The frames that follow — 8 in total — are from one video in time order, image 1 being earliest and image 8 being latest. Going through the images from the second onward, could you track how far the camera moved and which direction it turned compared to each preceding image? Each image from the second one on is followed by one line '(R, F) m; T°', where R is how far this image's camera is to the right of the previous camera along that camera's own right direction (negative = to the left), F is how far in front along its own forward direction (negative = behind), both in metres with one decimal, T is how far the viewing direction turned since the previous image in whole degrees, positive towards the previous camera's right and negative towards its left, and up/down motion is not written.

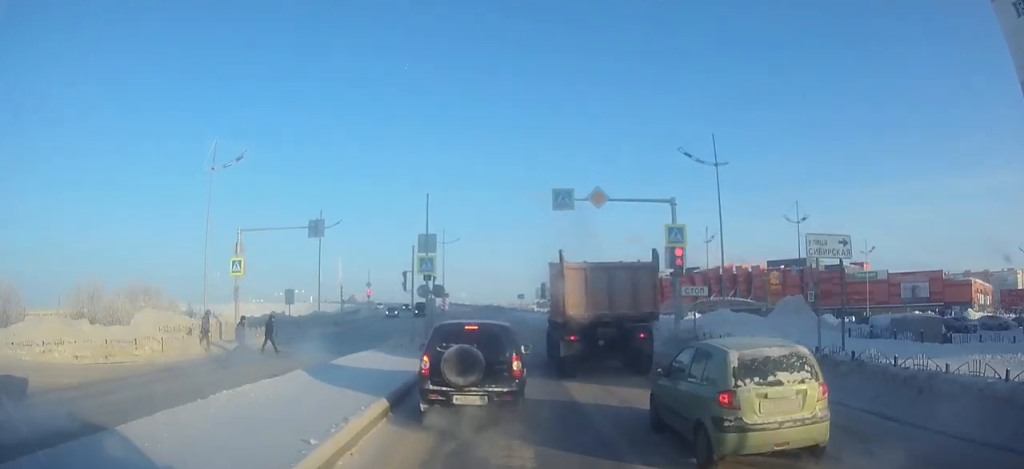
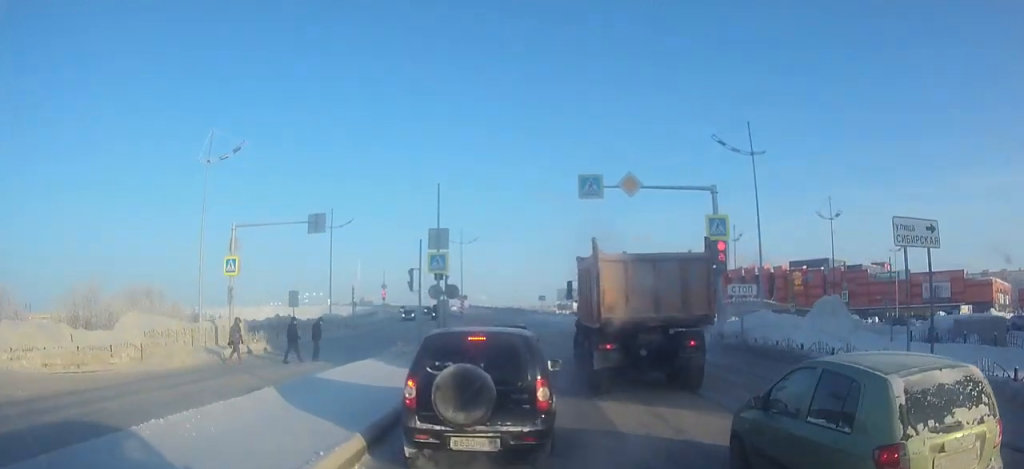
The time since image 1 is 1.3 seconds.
(+0.1, +1.7) m; 0°
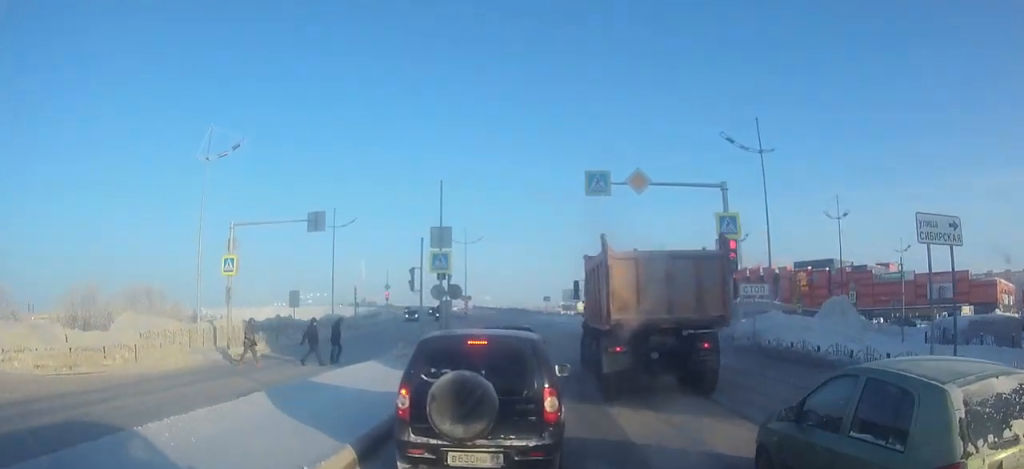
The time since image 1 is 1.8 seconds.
(+0.1, +0.4) m; 0°
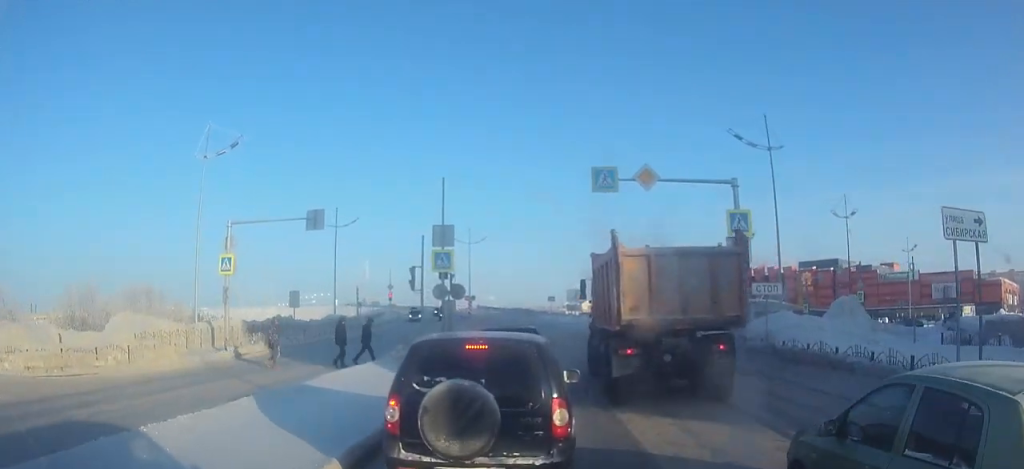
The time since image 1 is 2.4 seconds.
(+0.2, +0.3) m; 0°
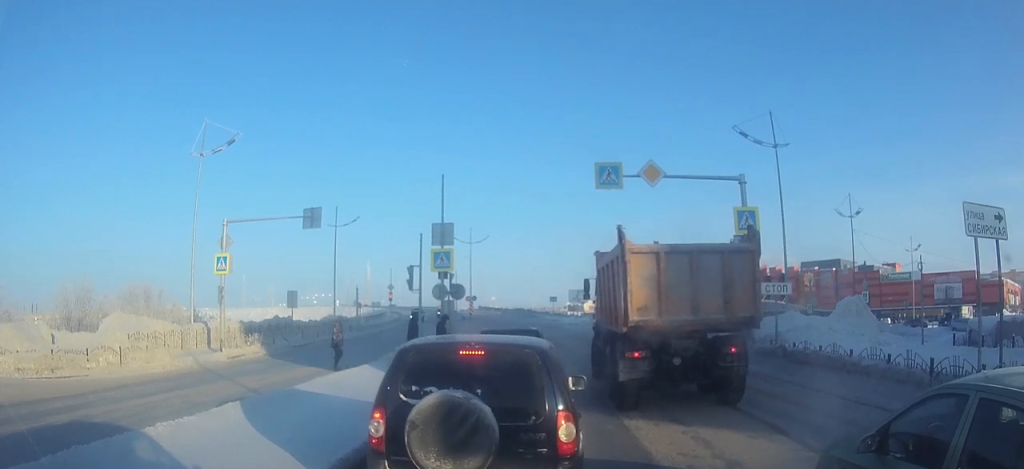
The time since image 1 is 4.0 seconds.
(+0.3, +0.3) m; 0°
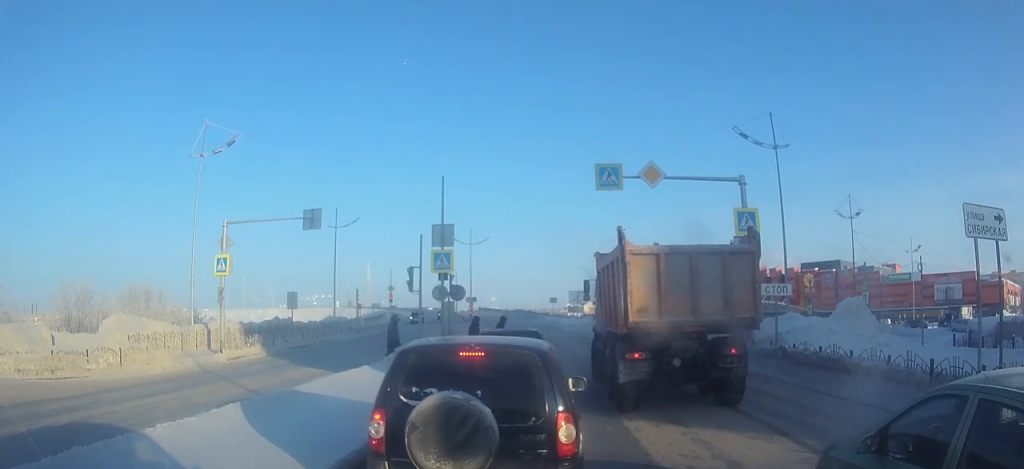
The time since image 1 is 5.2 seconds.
(+0.2, 0.0) m; 0°
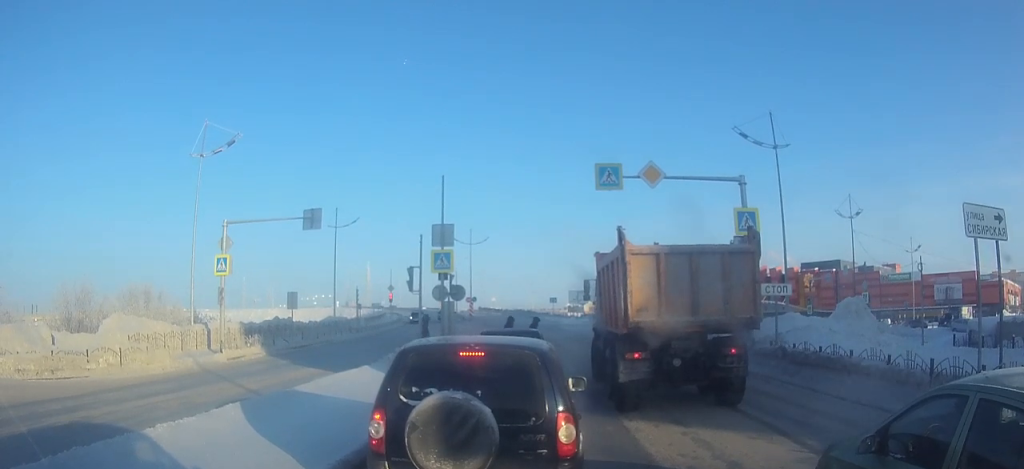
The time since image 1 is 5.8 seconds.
(+0.1, 0.0) m; 0°
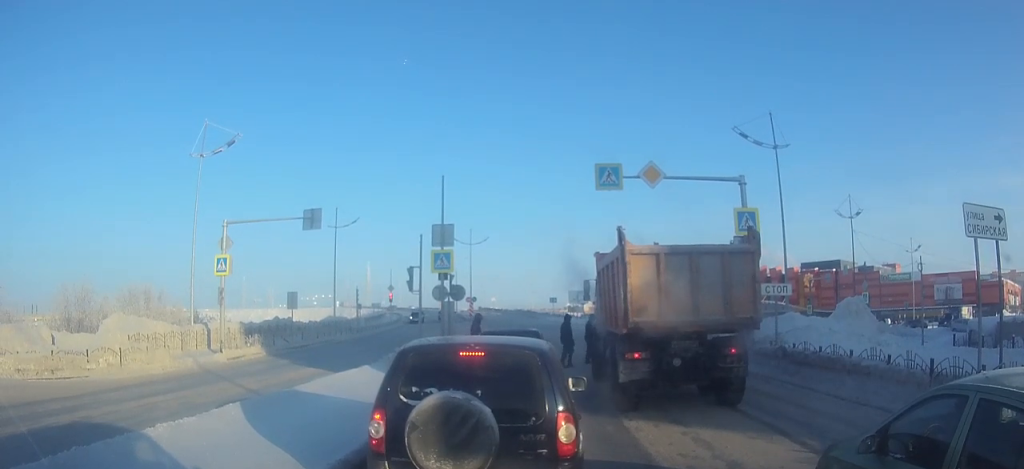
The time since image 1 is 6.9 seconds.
(+0.2, 0.0) m; 0°
